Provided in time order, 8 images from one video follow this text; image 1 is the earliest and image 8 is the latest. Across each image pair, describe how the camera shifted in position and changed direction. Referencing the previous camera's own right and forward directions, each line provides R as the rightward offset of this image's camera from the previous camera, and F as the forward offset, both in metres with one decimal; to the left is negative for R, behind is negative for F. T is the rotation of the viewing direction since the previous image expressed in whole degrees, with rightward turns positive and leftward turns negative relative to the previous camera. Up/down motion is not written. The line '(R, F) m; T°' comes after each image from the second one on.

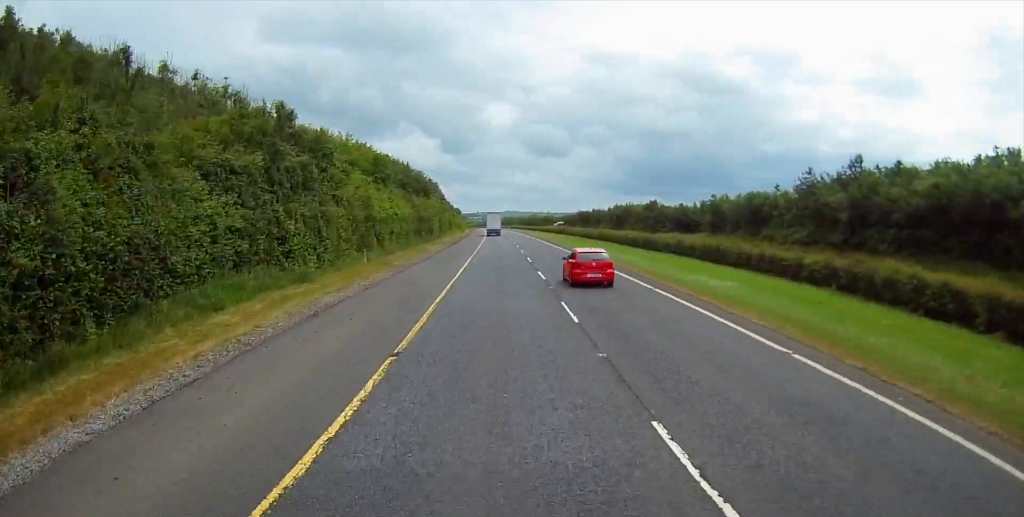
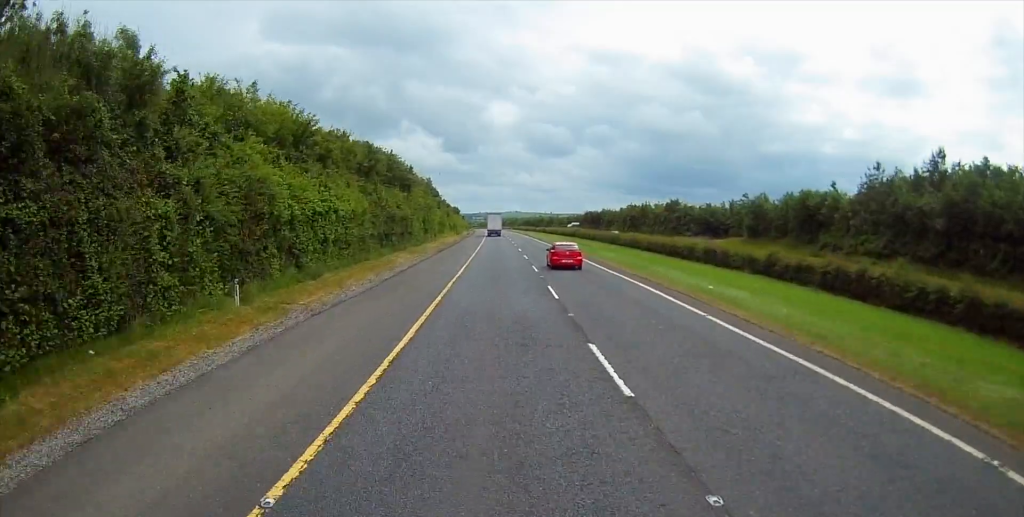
(-0.4, +18.6) m; -1°
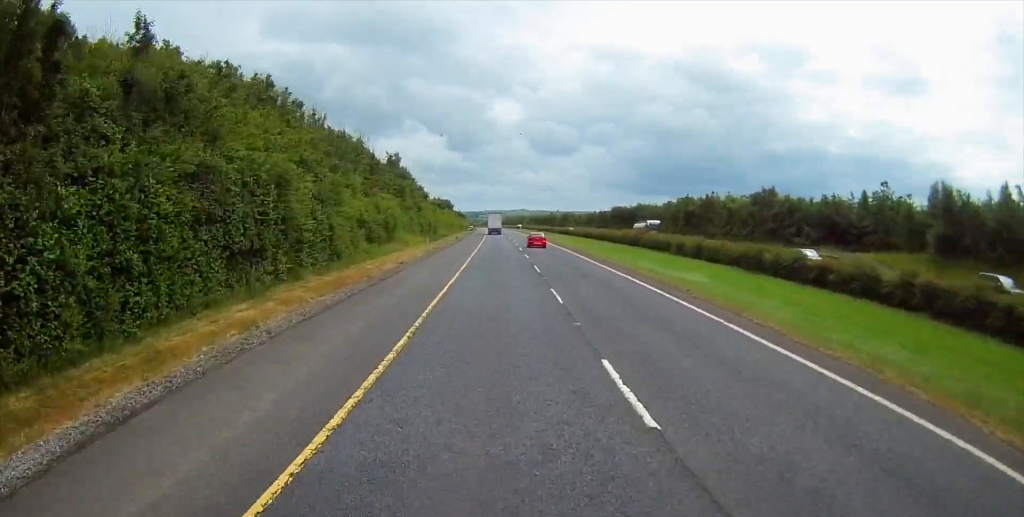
(+0.3, +49.7) m; +1°
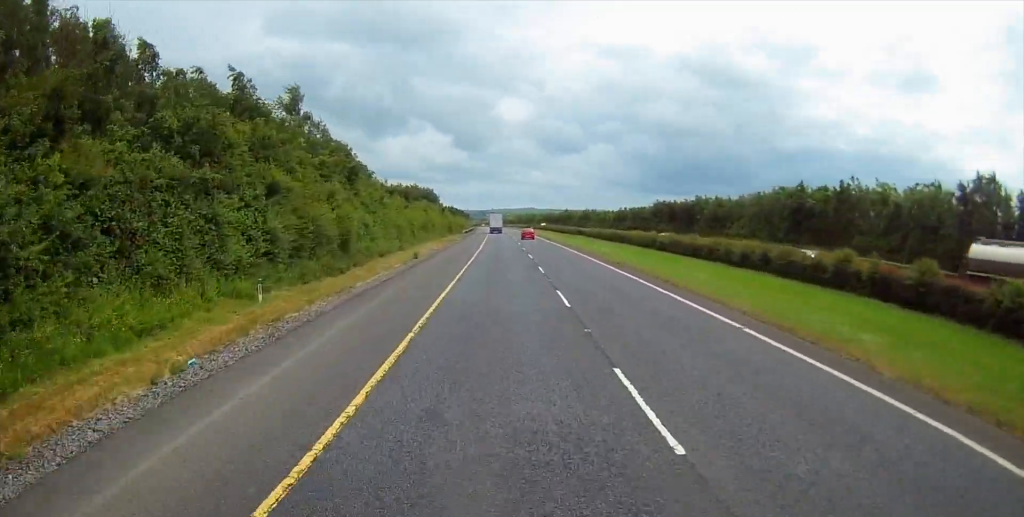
(0.0, +49.2) m; -1°
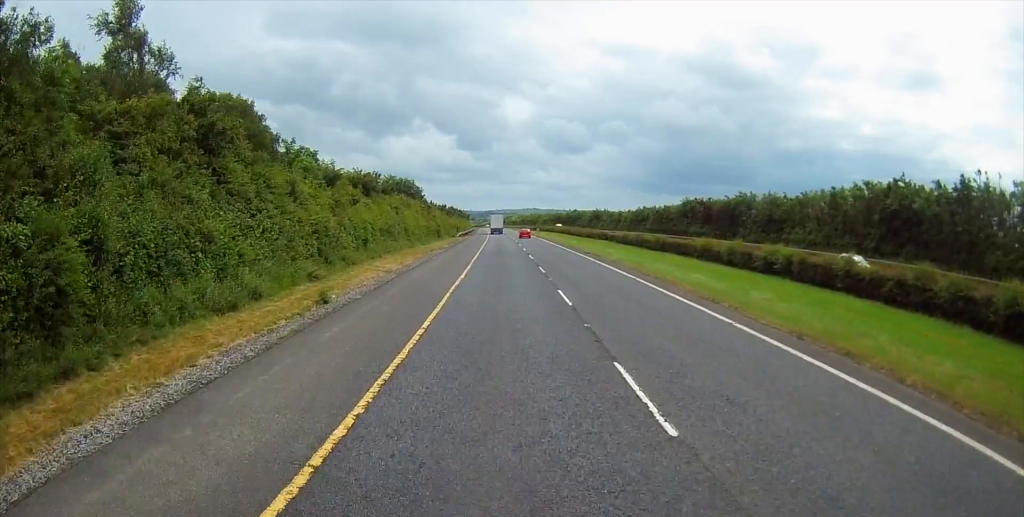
(-0.1, +23.5) m; 0°
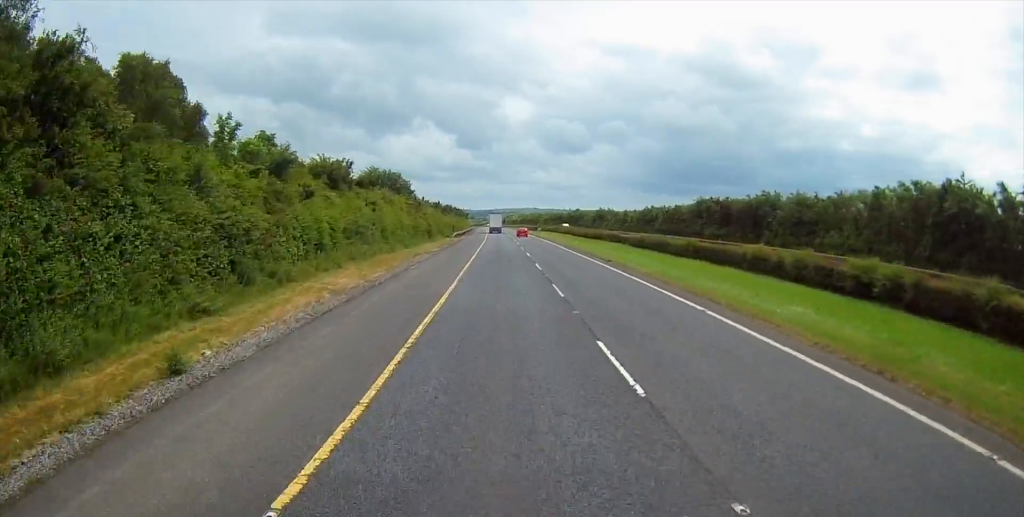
(0.0, +10.2) m; 0°
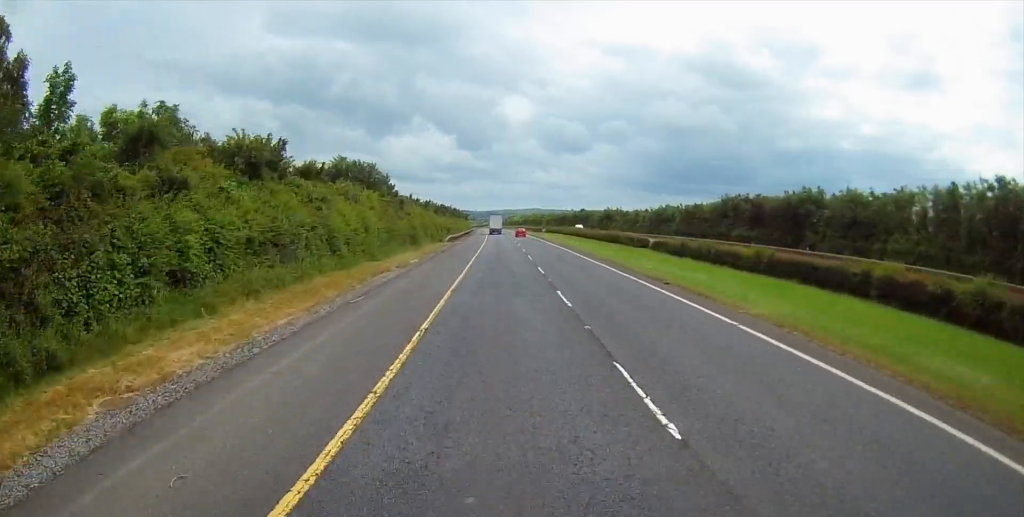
(0.0, +14.1) m; 0°
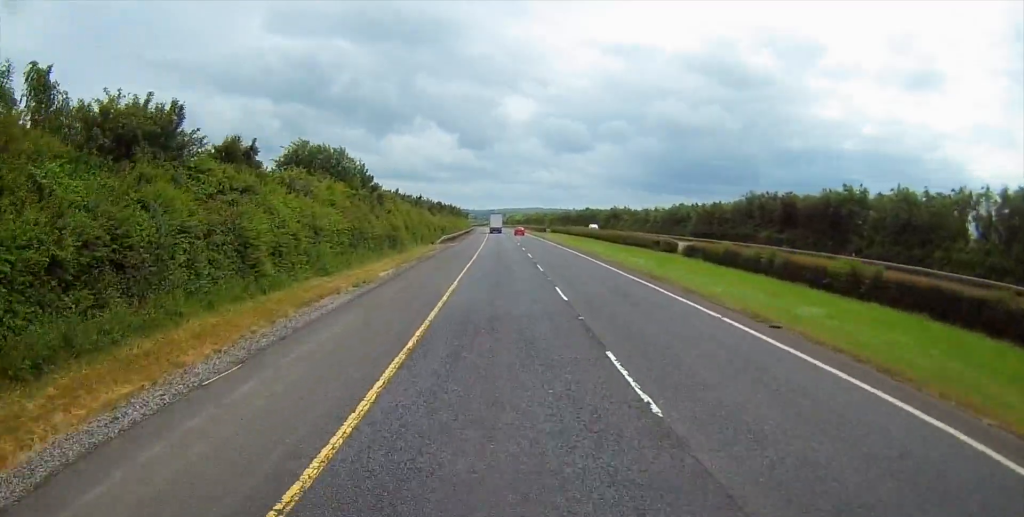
(-0.1, +11.0) m; 0°
